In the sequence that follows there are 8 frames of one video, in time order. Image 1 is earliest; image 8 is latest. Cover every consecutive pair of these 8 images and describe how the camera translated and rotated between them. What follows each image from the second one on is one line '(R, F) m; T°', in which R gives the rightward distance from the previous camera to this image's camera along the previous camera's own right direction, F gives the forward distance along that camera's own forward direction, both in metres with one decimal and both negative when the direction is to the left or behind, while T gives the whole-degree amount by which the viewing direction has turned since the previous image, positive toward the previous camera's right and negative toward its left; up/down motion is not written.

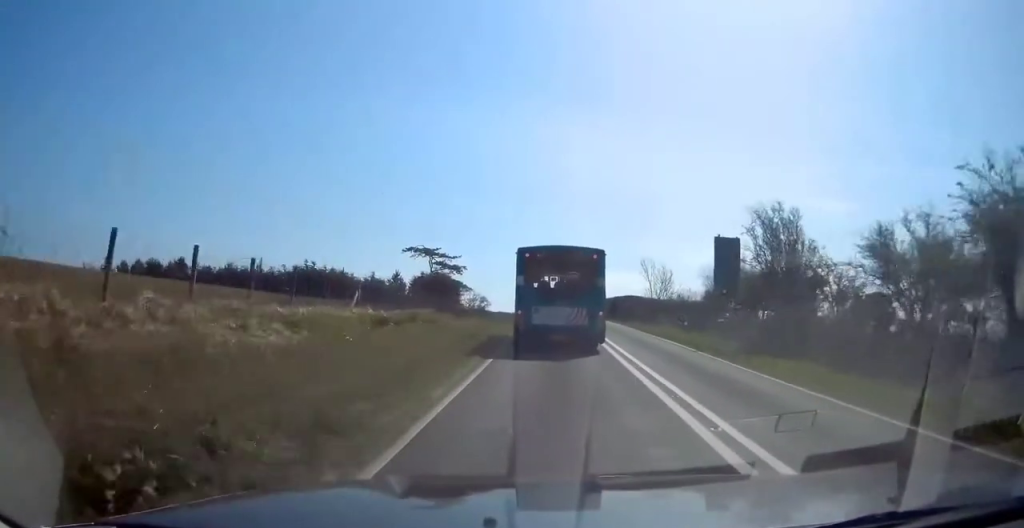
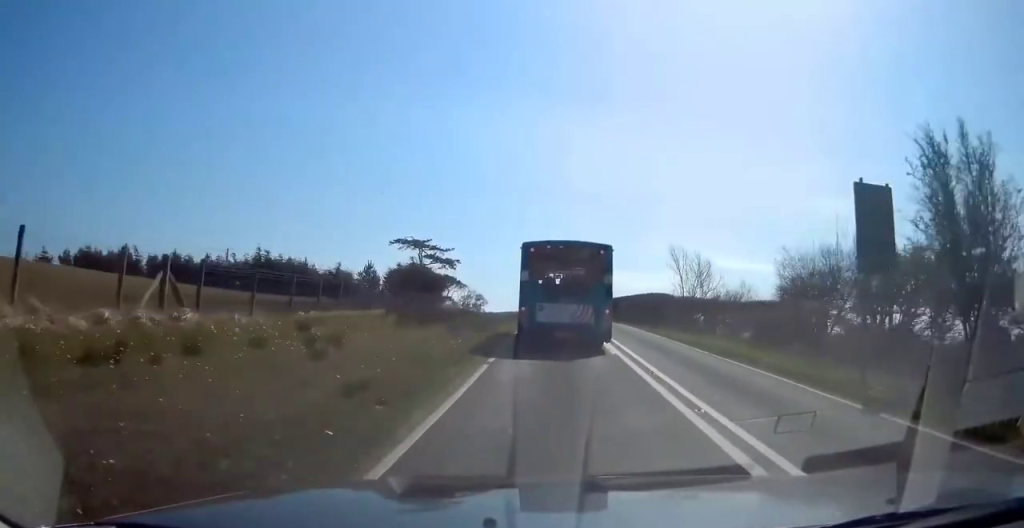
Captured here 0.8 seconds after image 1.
(0.0, +12.3) m; -1°
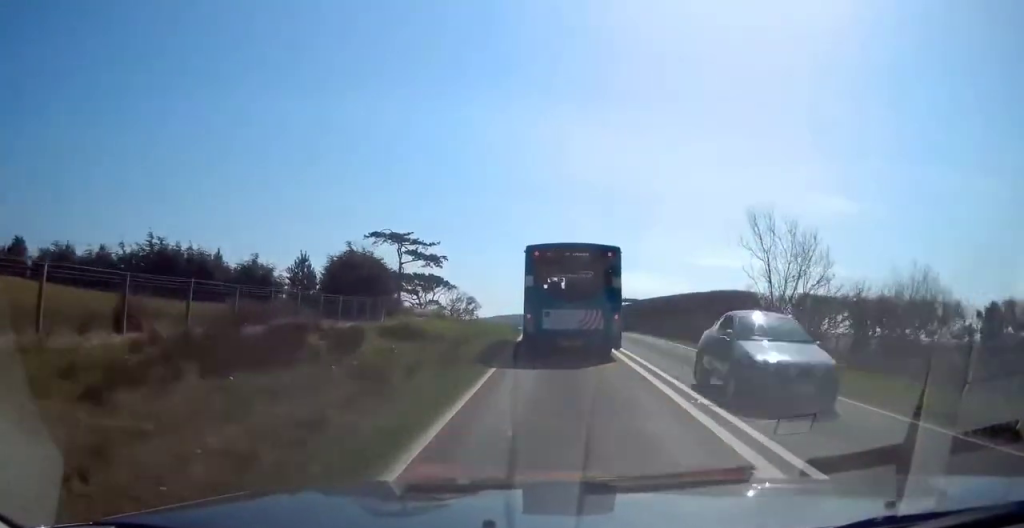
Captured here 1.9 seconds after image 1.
(-0.4, +17.4) m; 0°
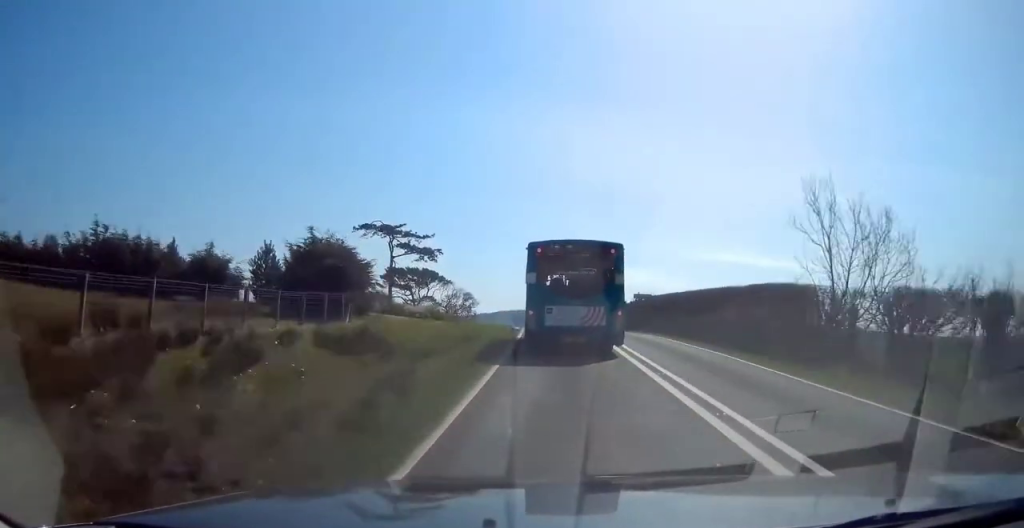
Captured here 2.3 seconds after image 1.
(+0.2, +6.2) m; 0°
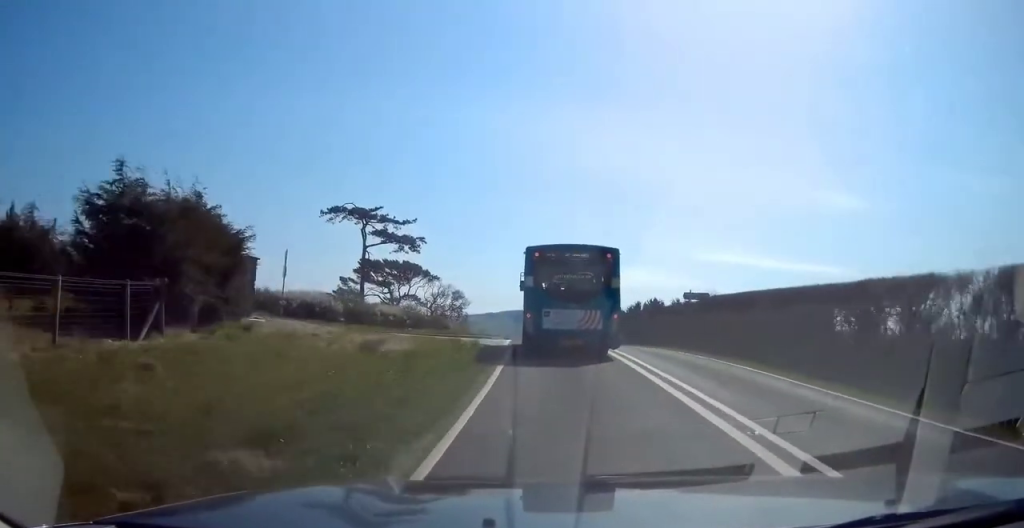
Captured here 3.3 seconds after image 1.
(+0.1, +15.3) m; -1°
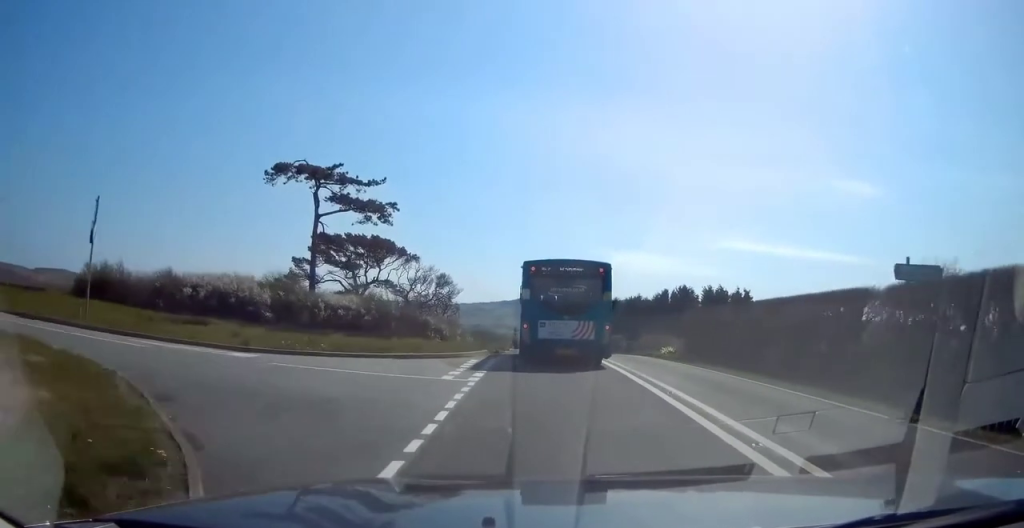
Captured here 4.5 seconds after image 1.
(-0.5, +18.5) m; -2°
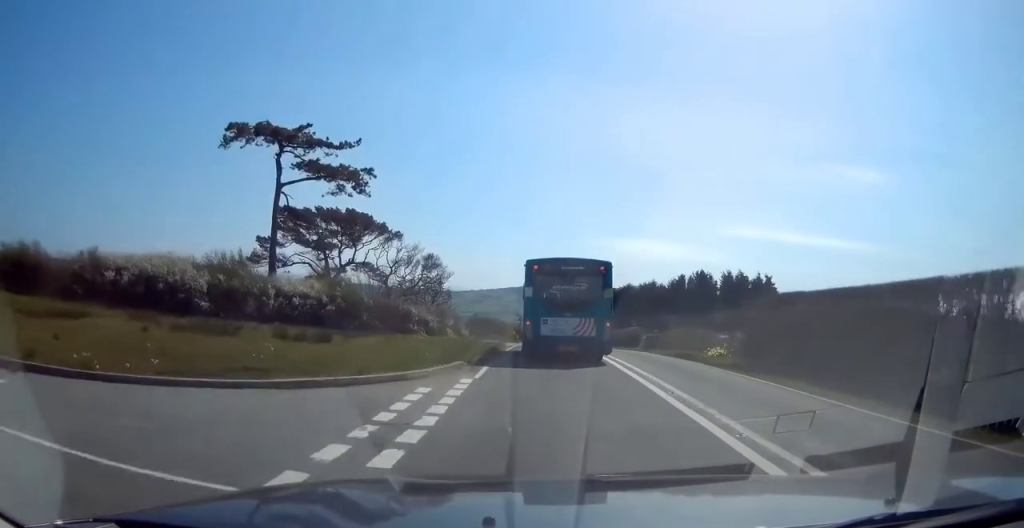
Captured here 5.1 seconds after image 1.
(0.0, +9.0) m; 0°
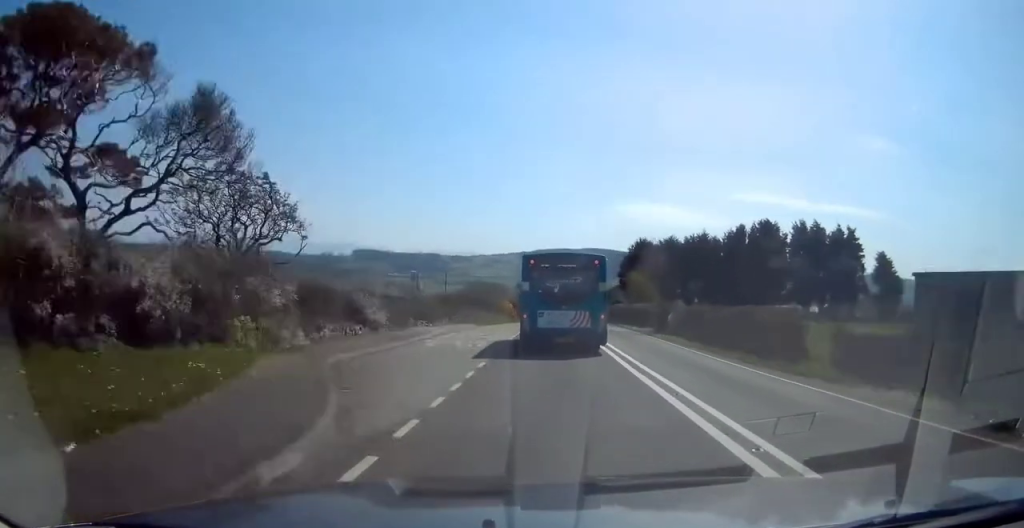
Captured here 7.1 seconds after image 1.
(+0.1, +31.3) m; +1°
